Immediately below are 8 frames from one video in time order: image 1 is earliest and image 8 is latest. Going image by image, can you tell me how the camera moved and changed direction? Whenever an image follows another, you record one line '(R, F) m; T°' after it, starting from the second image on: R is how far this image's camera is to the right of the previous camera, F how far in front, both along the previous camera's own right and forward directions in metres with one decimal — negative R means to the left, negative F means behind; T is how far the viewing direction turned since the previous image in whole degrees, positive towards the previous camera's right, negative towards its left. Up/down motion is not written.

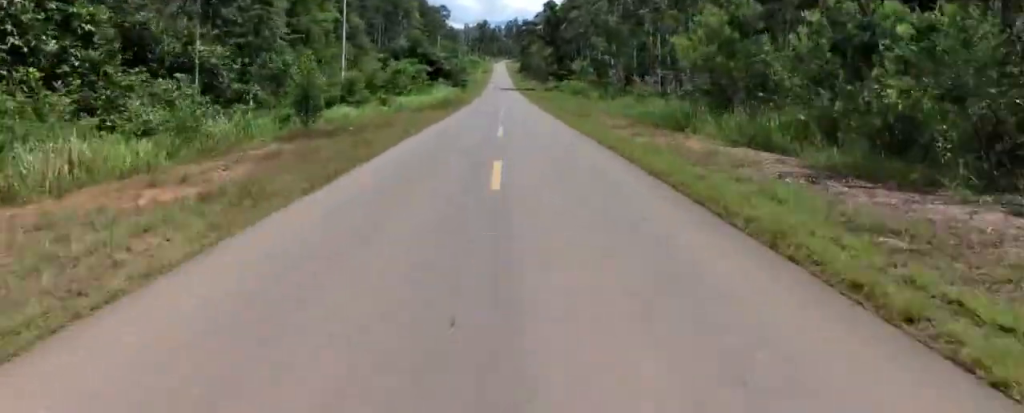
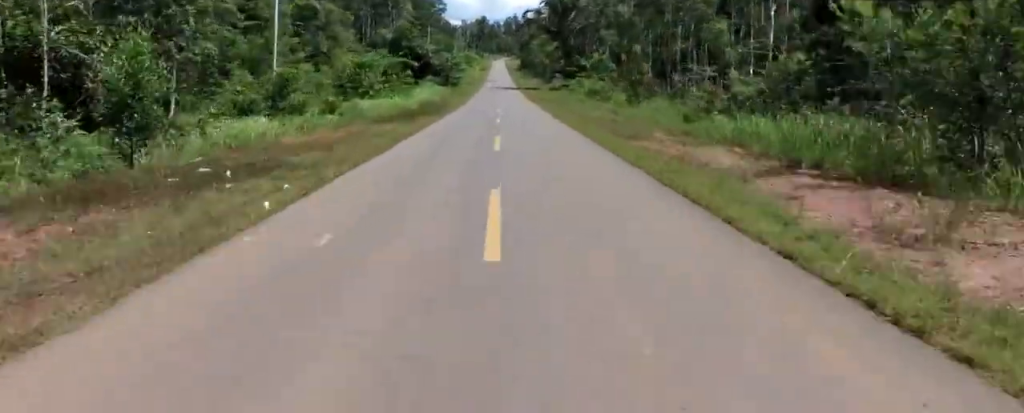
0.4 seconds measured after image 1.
(-0.4, +10.5) m; -2°
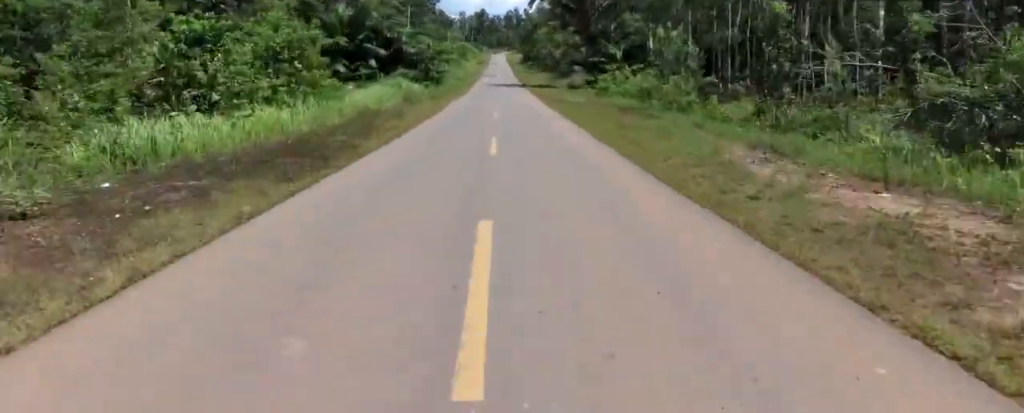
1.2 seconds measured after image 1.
(-0.6, +17.8) m; -4°
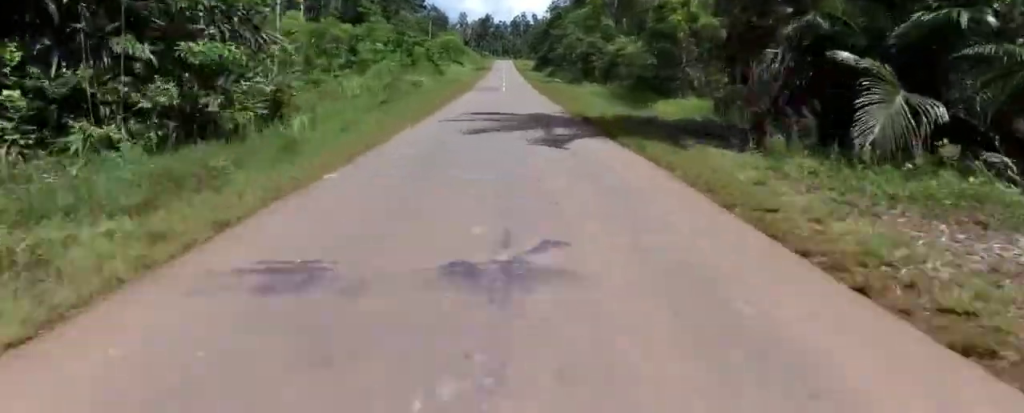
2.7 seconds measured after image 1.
(+0.3, +37.9) m; +3°
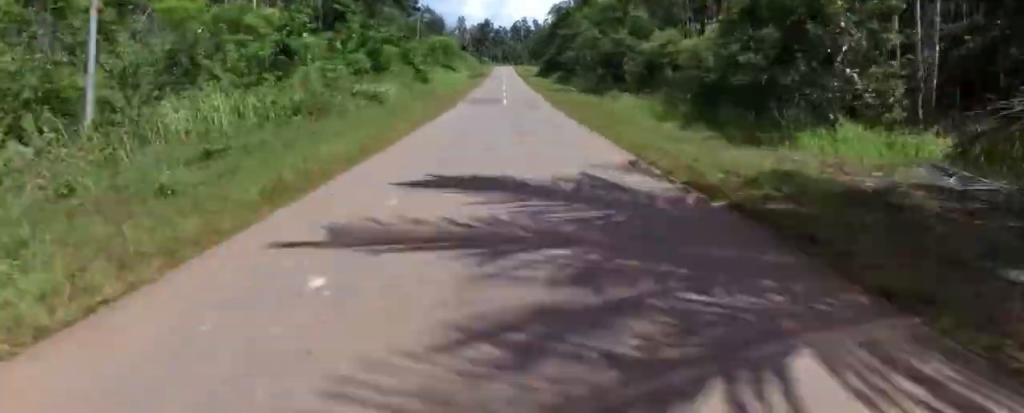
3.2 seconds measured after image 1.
(+0.4, +11.5) m; +1°
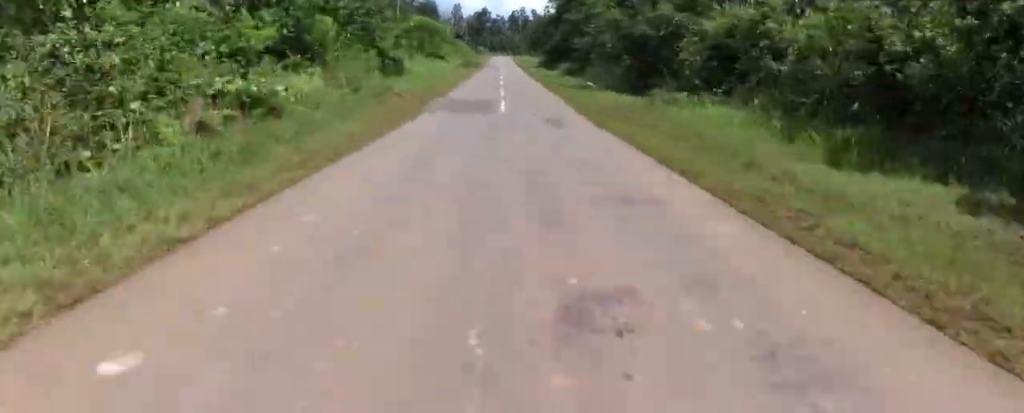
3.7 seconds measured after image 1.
(-0.2, +11.9) m; -1°
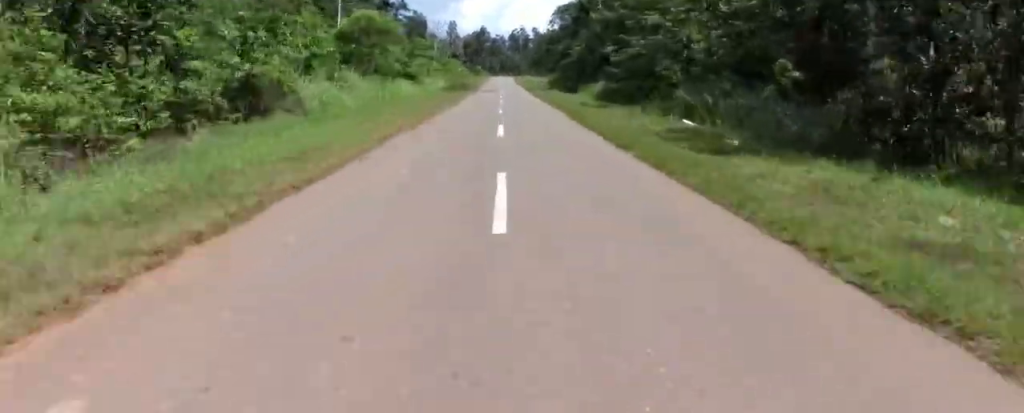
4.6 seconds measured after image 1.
(-0.2, +20.7) m; 0°
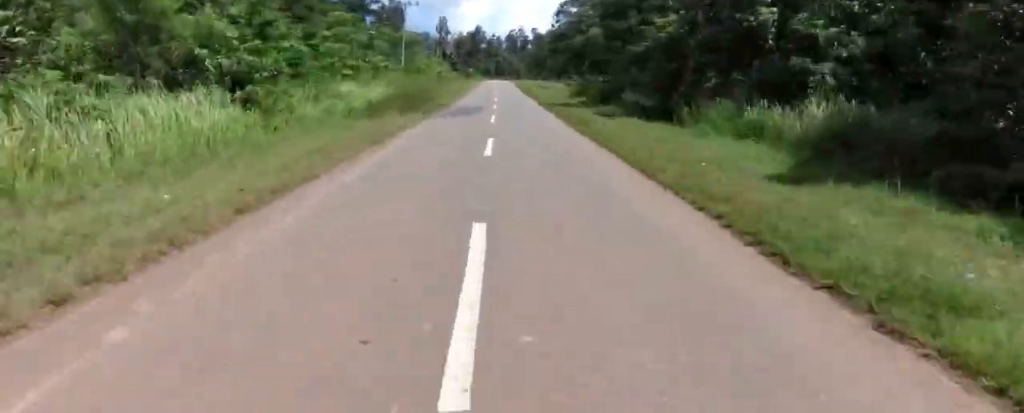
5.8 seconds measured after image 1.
(+0.7, +26.7) m; 0°
